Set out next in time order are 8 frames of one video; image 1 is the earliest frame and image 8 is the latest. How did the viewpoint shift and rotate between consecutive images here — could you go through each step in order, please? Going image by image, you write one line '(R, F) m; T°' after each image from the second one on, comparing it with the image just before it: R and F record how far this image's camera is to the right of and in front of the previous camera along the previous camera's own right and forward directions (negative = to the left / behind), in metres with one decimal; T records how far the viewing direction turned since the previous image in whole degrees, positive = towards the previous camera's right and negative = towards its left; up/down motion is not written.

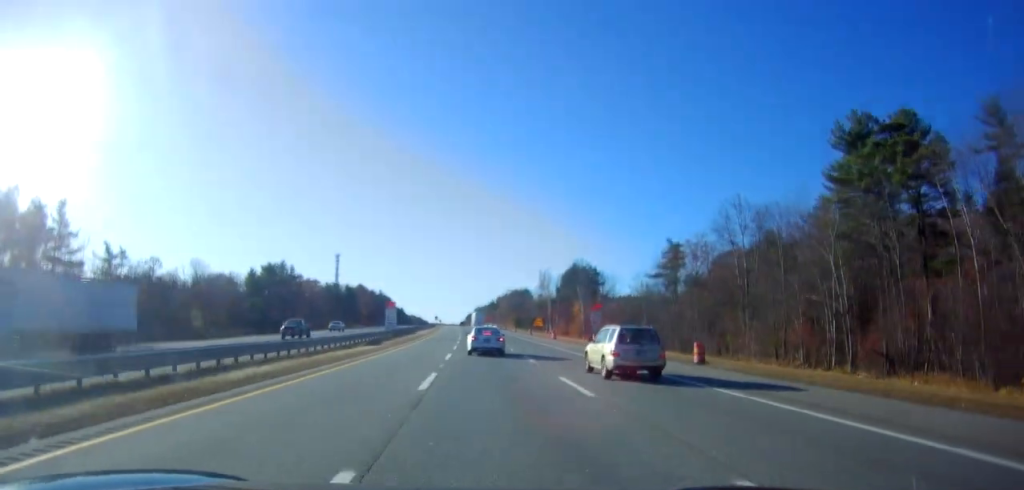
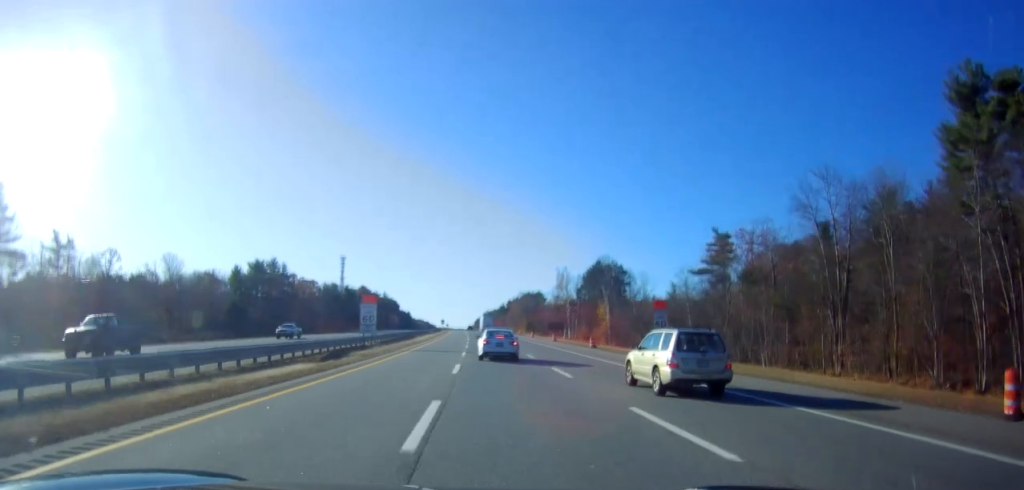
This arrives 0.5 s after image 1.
(-0.1, +18.1) m; -1°
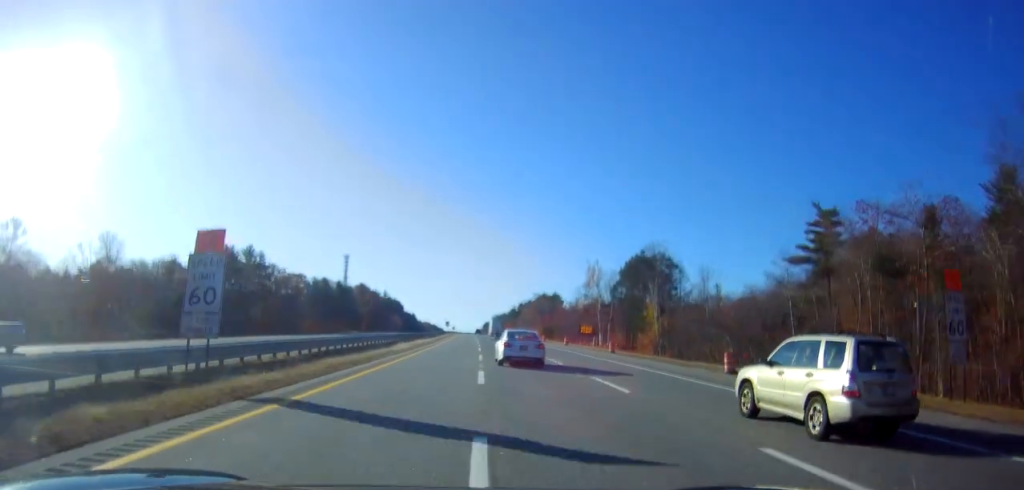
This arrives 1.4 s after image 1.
(-0.3, +28.2) m; -1°
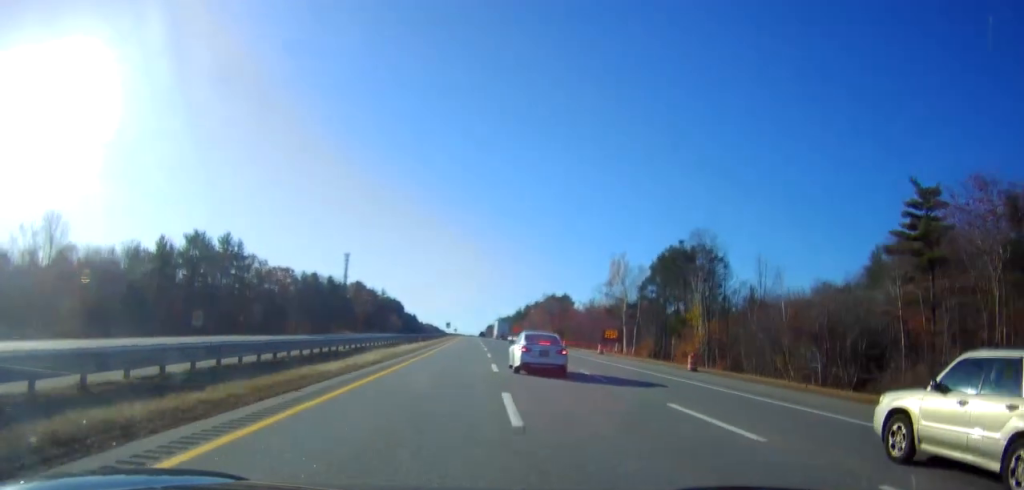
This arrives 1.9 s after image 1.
(0.0, +18.1) m; 0°
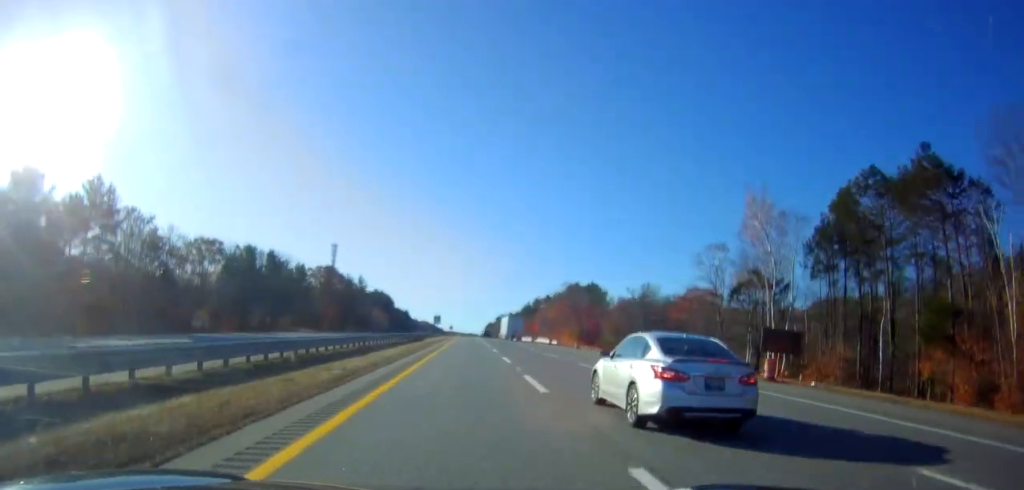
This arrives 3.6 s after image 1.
(-0.6, +55.9) m; -1°
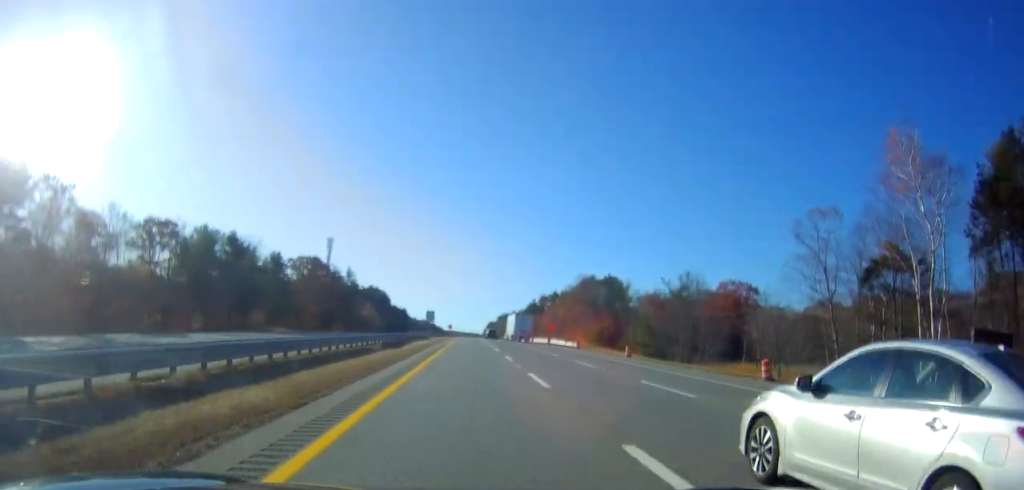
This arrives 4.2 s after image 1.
(-0.1, +21.9) m; +1°
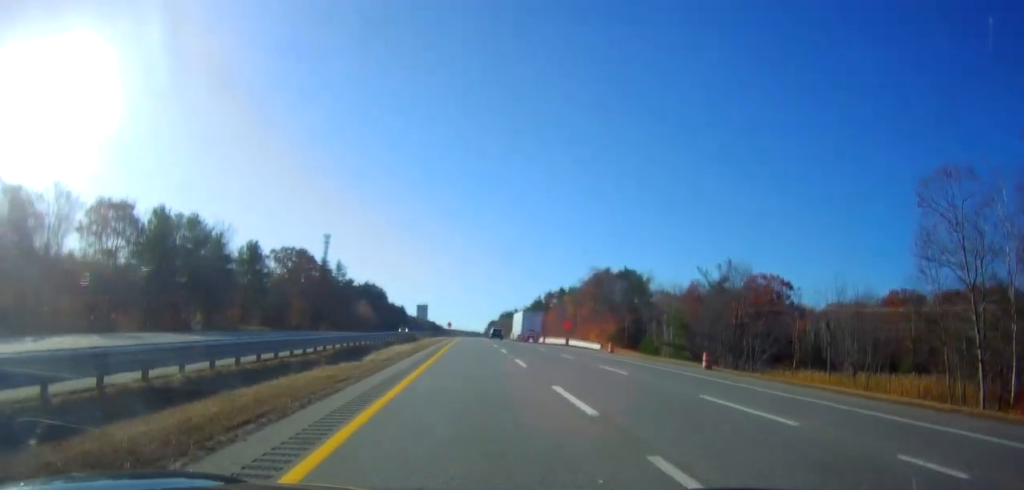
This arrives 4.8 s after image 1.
(+0.2, +16.7) m; 0°
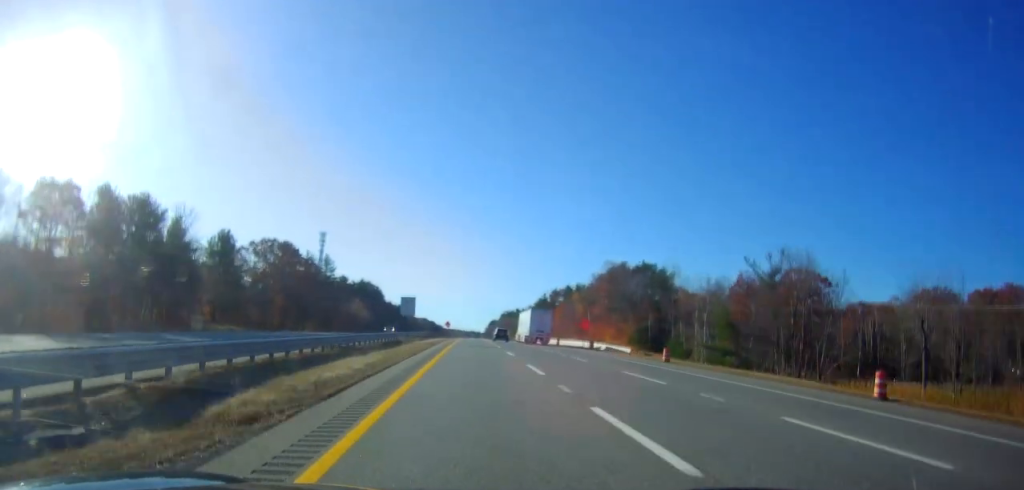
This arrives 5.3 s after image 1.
(+0.3, +17.6) m; 0°
